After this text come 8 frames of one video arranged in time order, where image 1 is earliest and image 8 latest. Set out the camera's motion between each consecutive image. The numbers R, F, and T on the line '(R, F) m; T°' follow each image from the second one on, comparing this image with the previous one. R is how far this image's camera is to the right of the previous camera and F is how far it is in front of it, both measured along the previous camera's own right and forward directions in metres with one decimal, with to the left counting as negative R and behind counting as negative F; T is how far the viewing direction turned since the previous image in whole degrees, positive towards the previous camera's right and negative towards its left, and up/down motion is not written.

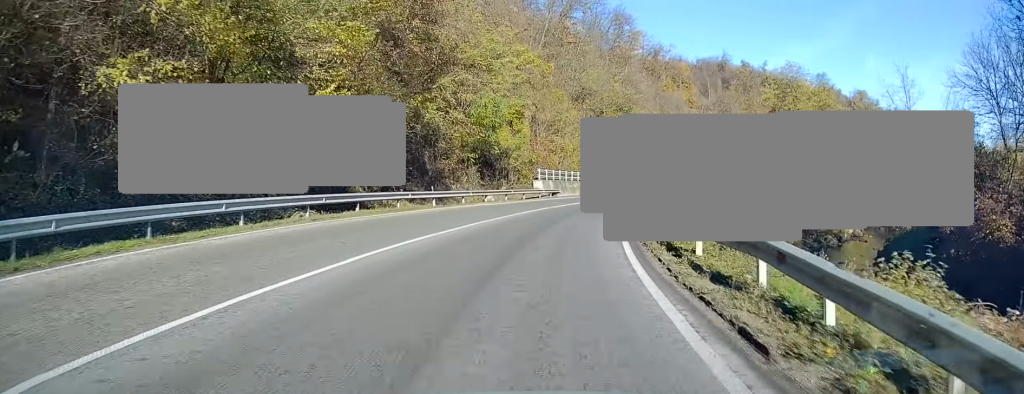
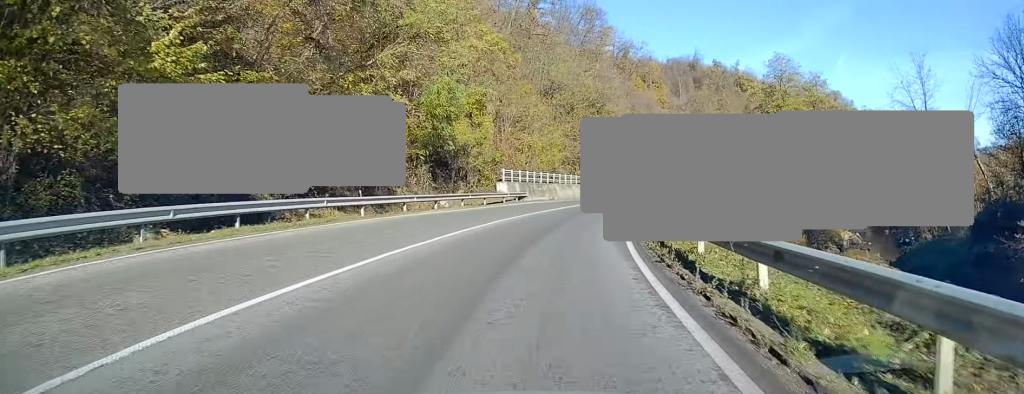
(+0.3, +8.0) m; +3°
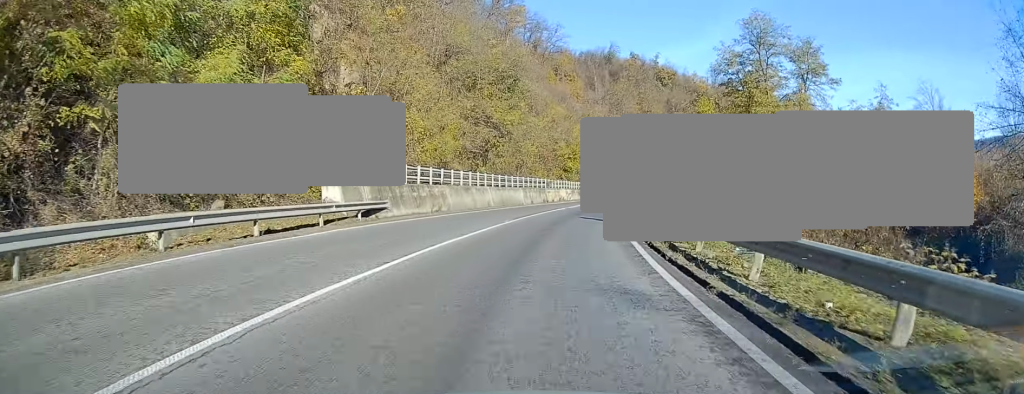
(+1.6, +23.5) m; +8°
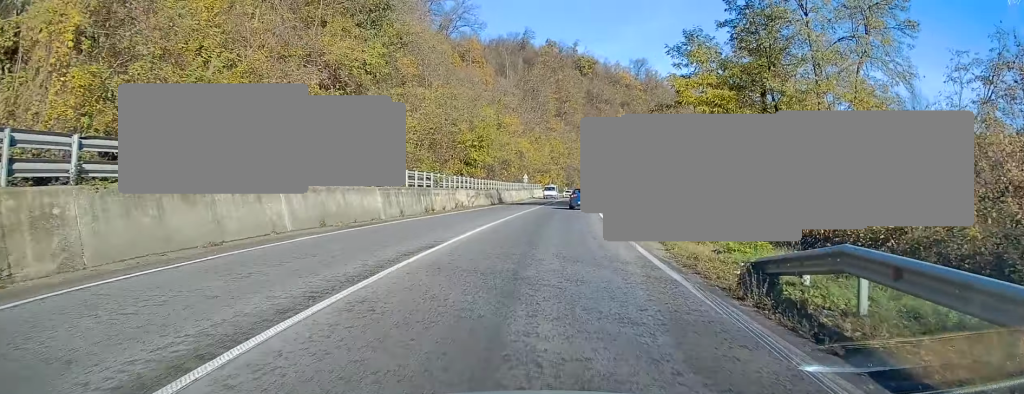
(+2.2, +26.8) m; +8°
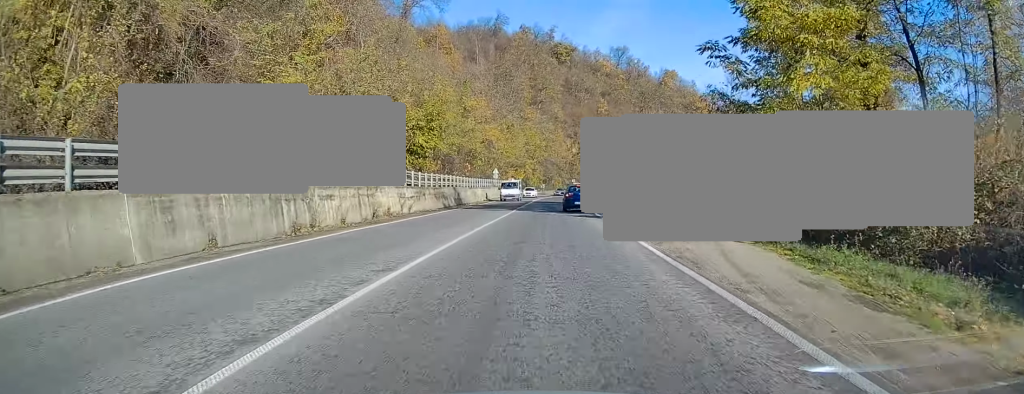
(+0.8, +18.3) m; +5°
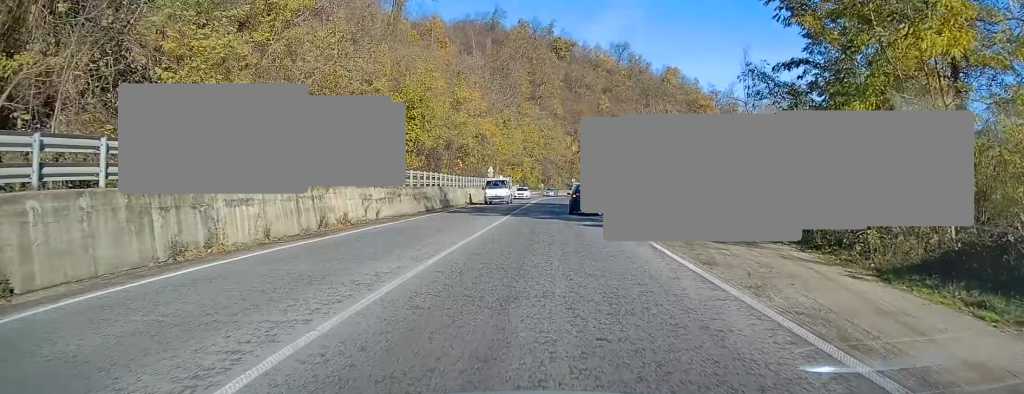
(+0.1, +7.4) m; +2°
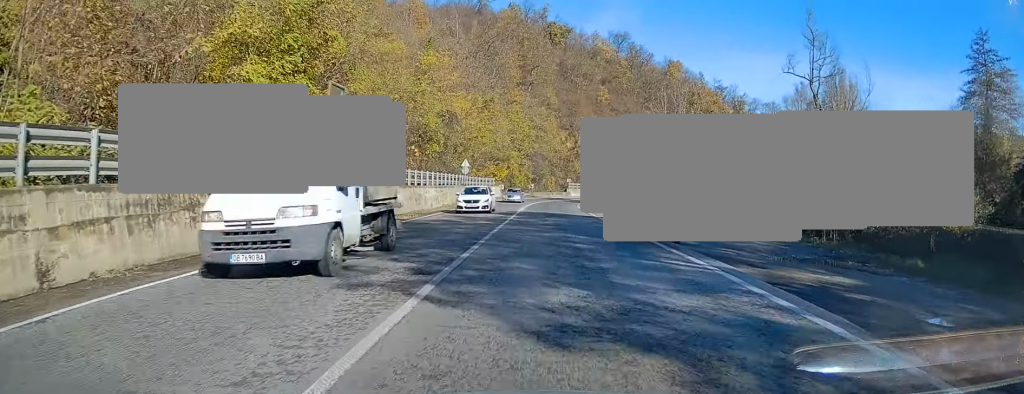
(+0.9, +21.3) m; +3°
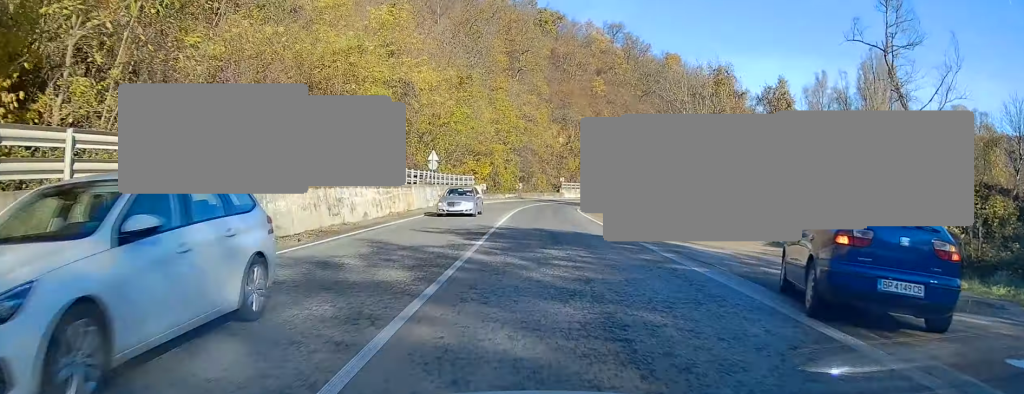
(+0.1, +14.8) m; 0°
